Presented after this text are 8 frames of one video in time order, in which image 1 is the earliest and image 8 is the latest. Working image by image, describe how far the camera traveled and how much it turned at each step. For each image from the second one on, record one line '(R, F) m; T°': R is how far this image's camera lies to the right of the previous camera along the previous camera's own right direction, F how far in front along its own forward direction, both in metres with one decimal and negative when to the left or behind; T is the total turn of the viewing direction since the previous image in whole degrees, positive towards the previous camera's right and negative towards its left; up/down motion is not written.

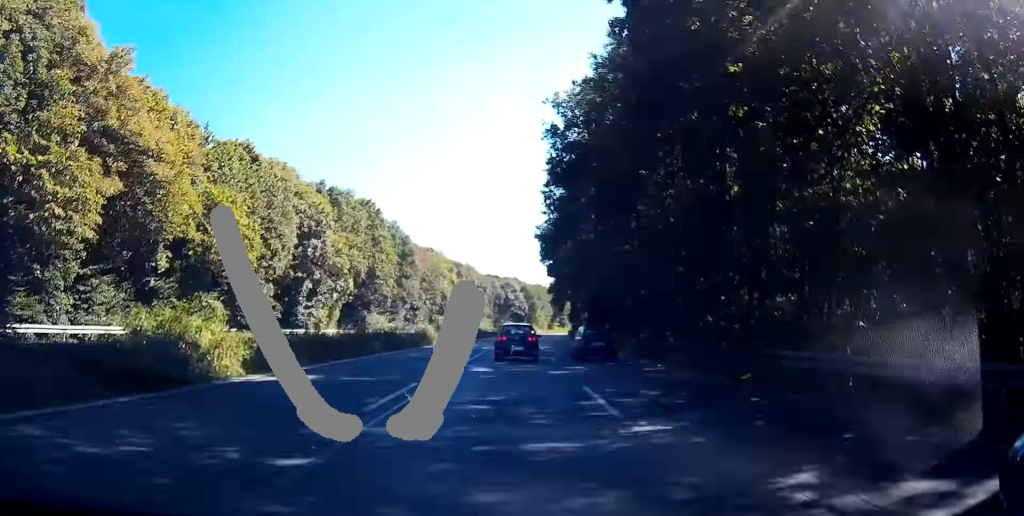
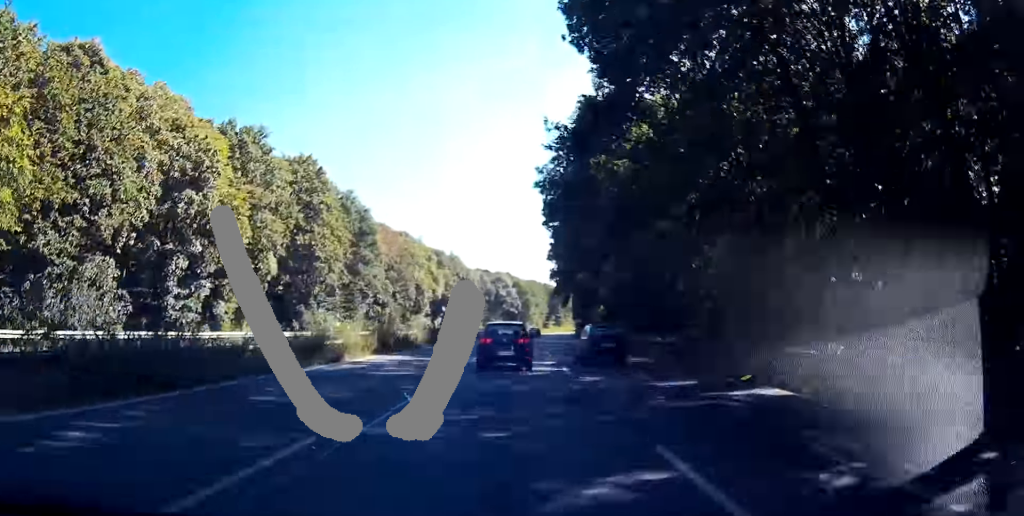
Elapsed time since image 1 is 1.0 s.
(+0.1, +24.6) m; 0°
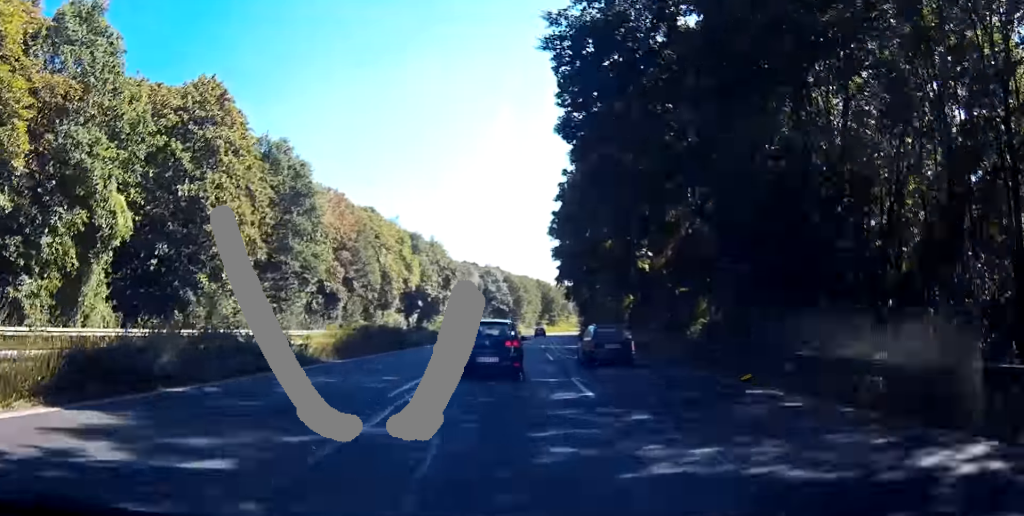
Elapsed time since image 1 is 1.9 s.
(+0.1, +23.2) m; +1°
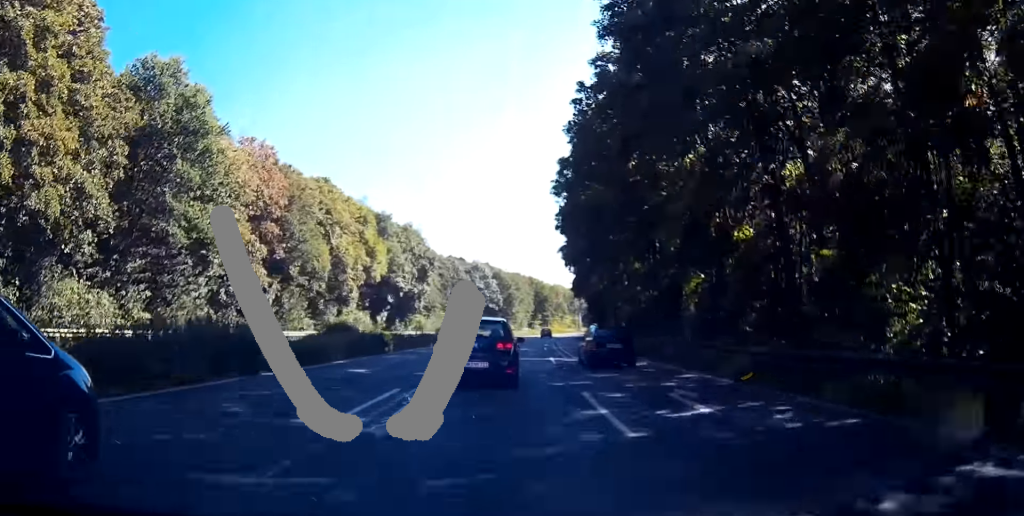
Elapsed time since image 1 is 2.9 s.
(+0.3, +21.8) m; +1°
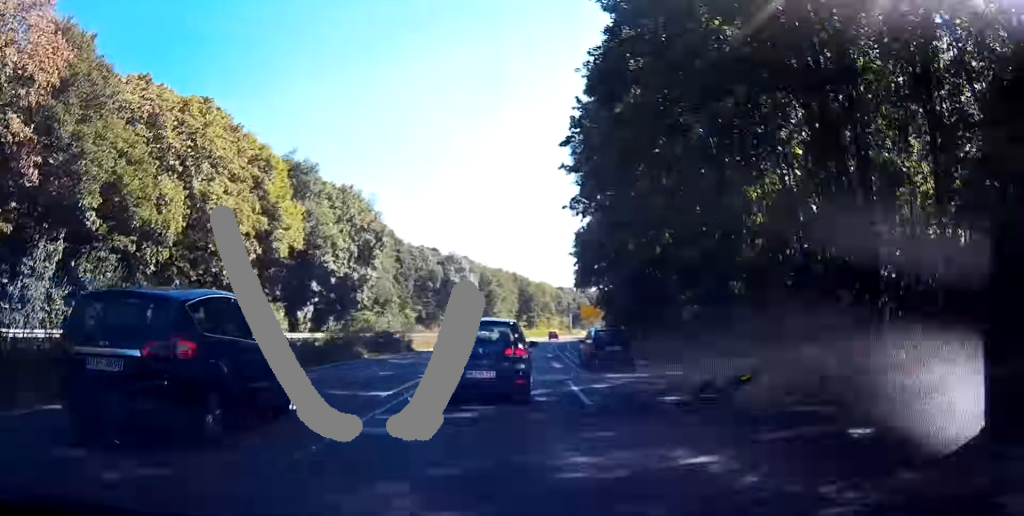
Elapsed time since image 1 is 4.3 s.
(+0.2, +31.2) m; +1°
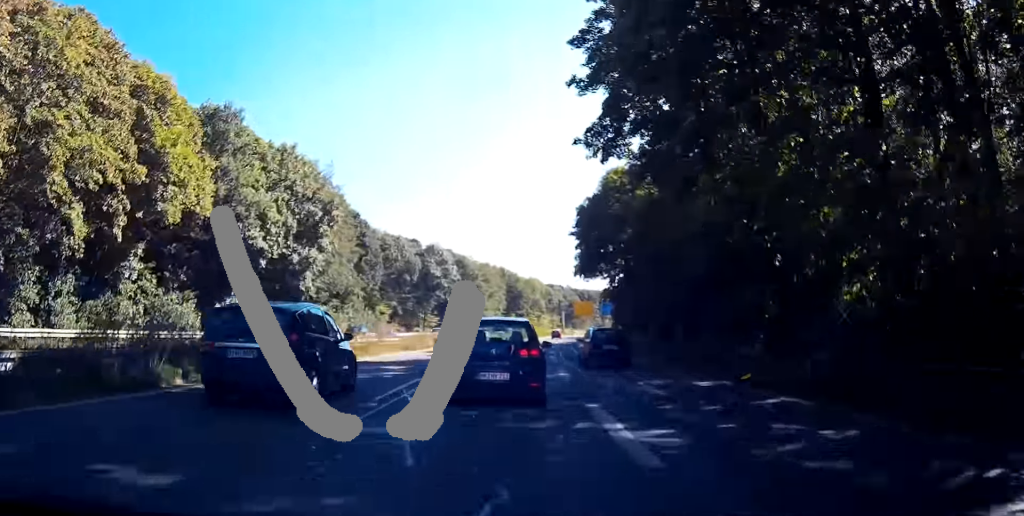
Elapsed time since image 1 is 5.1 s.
(+0.1, +18.0) m; +1°
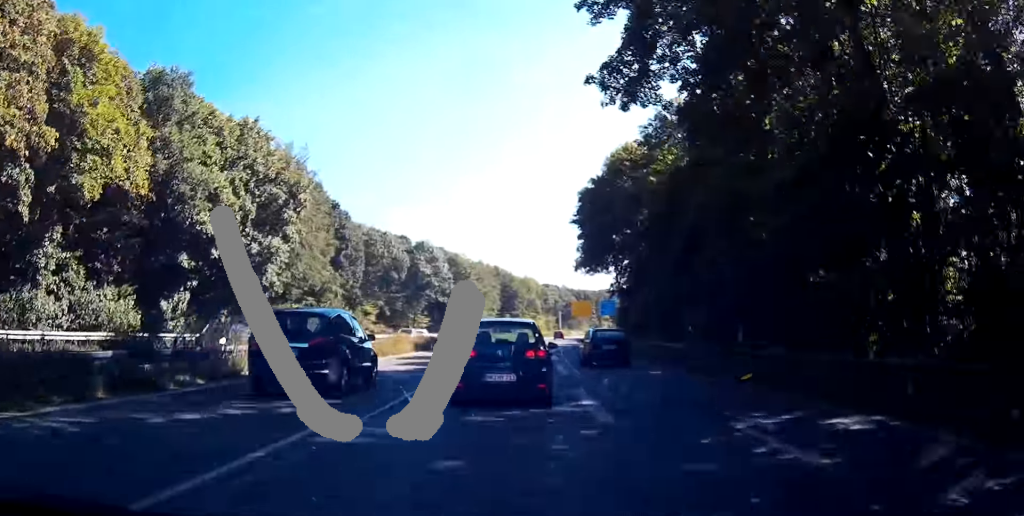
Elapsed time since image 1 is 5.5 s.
(+0.1, +8.4) m; 0°
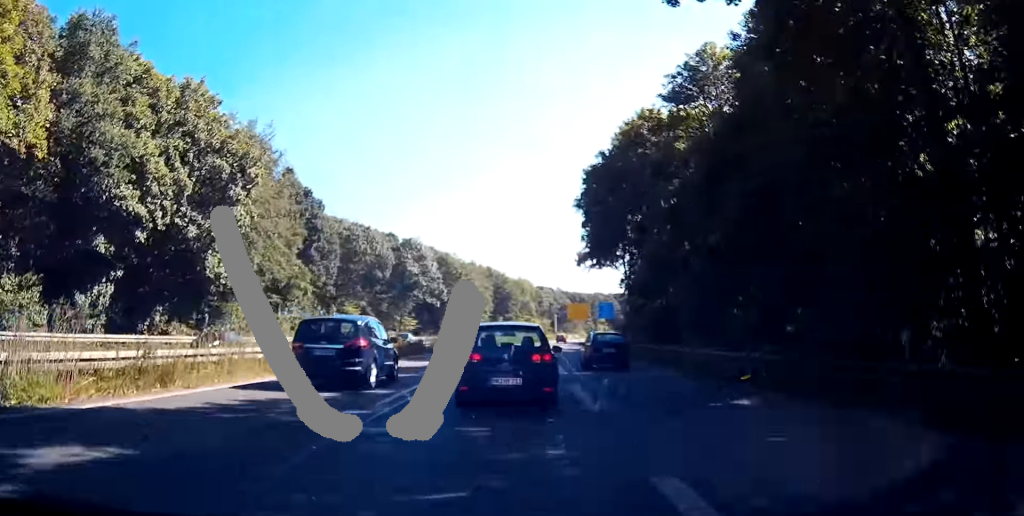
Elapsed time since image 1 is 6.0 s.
(+0.1, +9.8) m; +1°
